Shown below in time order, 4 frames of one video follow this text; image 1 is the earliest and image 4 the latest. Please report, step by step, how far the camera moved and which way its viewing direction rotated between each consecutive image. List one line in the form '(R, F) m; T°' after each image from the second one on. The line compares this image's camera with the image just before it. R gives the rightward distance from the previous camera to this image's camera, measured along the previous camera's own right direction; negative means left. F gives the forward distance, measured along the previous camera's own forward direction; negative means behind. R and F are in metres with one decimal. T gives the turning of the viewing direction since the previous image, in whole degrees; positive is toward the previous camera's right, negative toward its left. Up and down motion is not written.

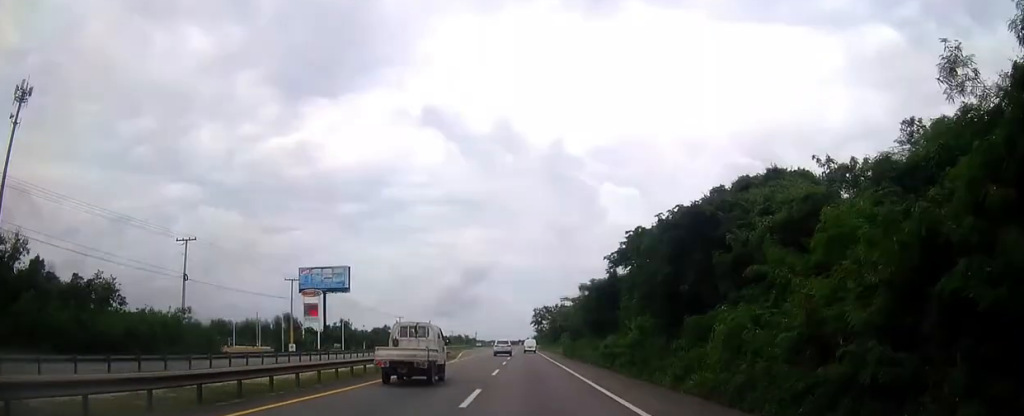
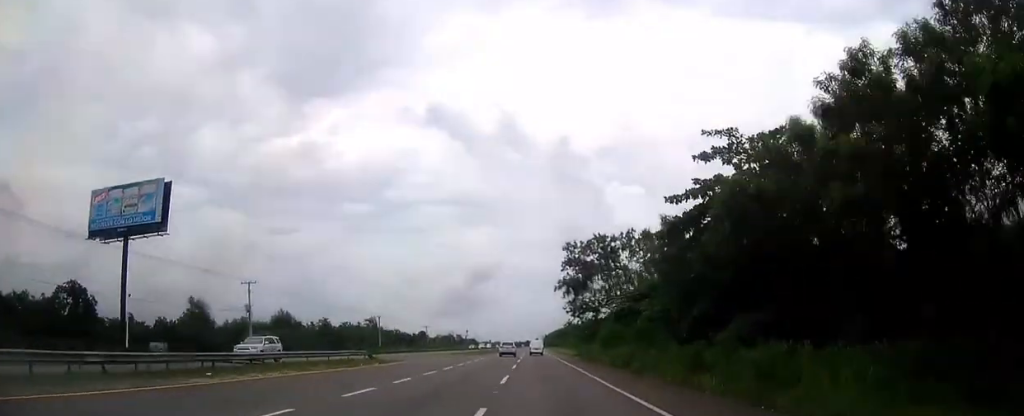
(-0.6, +99.3) m; -1°
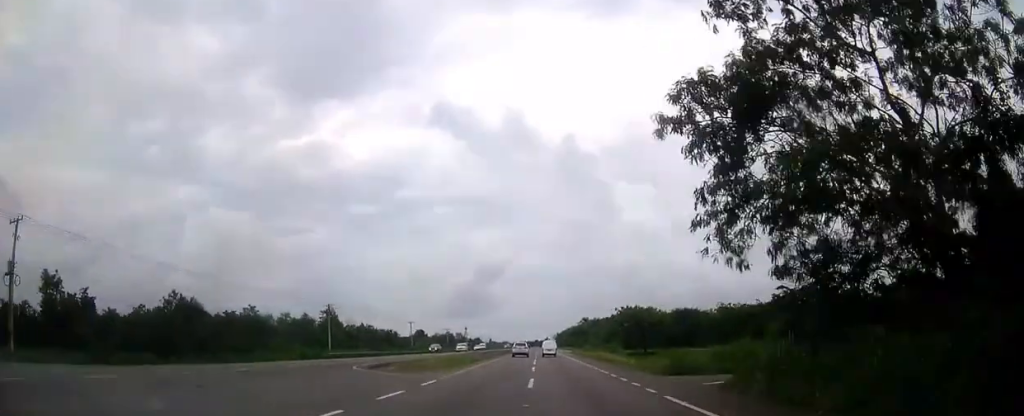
(0.0, +41.3) m; 0°
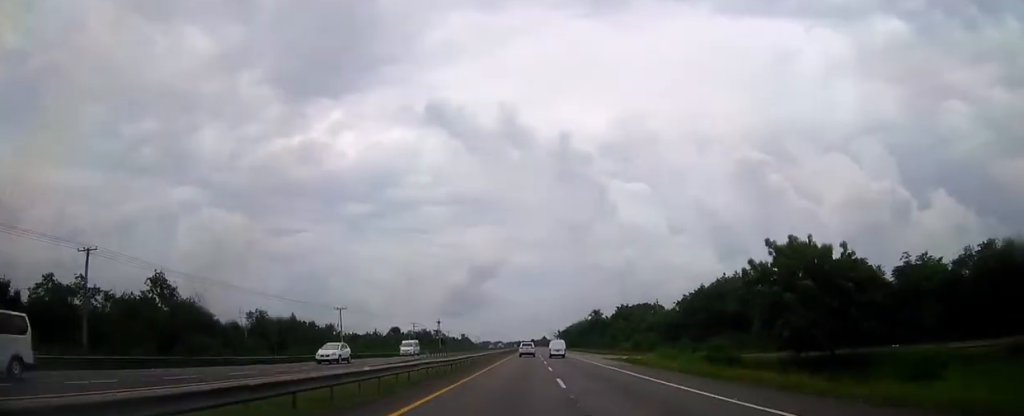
(-0.1, +58.5) m; 0°
